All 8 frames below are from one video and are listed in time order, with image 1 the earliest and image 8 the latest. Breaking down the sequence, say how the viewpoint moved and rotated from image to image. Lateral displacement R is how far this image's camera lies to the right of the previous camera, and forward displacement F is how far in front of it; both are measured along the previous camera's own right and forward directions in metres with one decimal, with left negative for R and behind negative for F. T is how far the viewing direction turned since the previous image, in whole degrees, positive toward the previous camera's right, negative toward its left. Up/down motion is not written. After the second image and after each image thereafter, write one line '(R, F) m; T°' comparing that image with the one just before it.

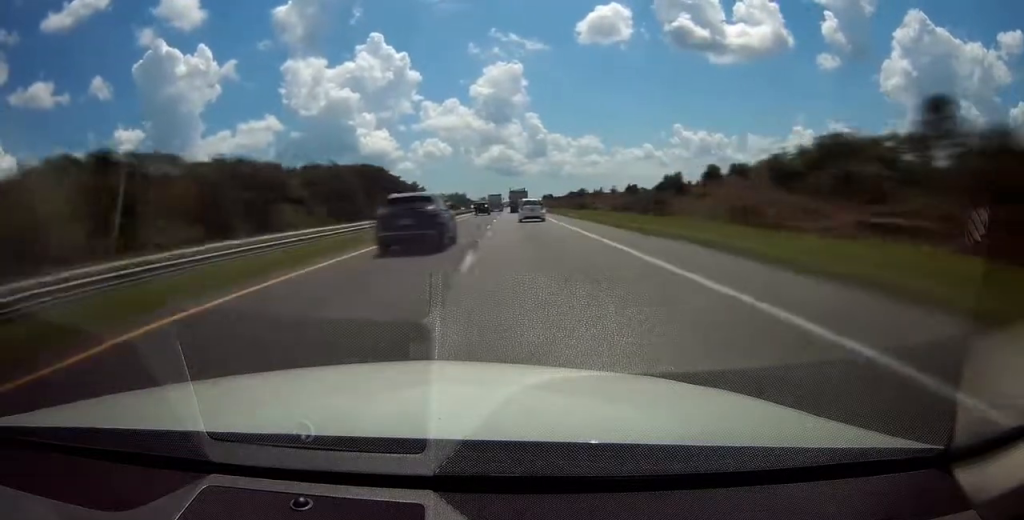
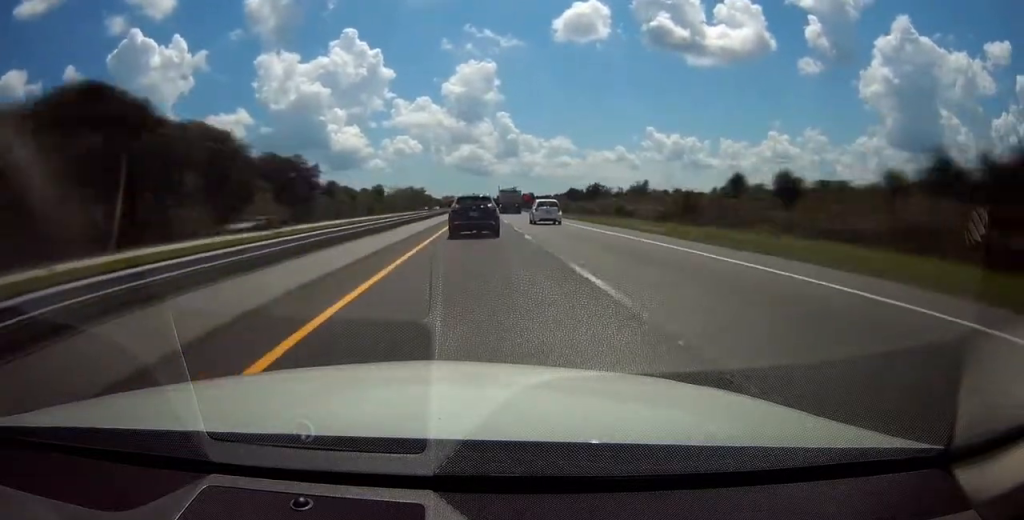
(+1.4, +117.3) m; +1°
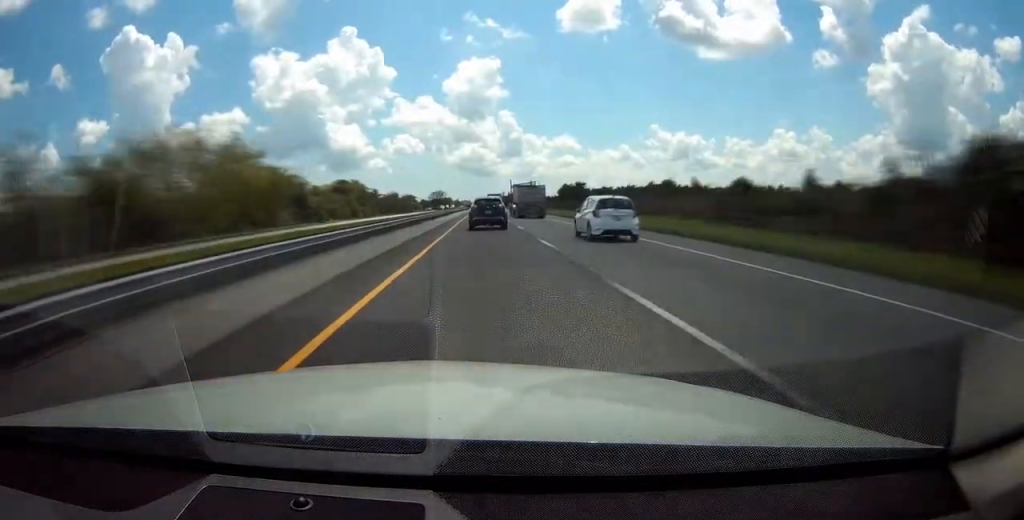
(+2.5, +251.4) m; 0°
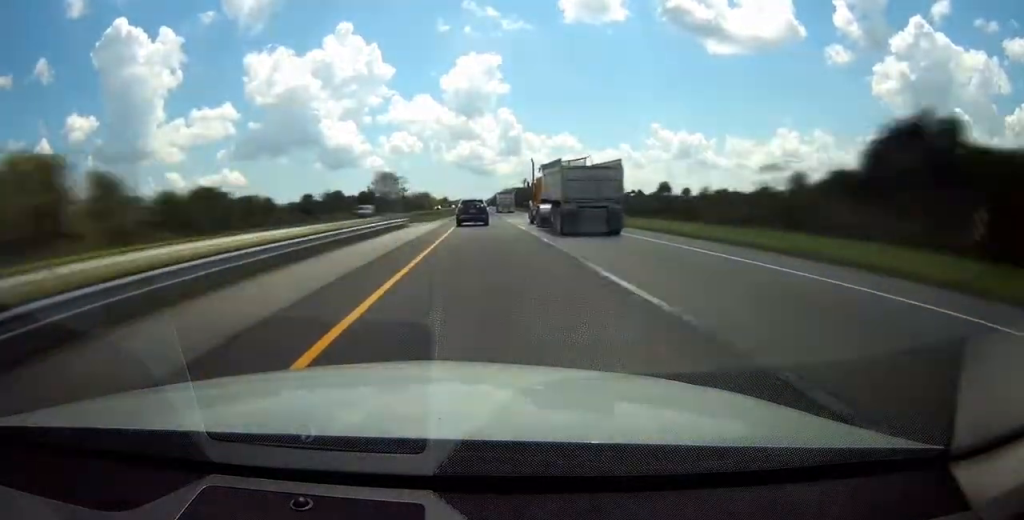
(-0.2, +252.9) m; 0°
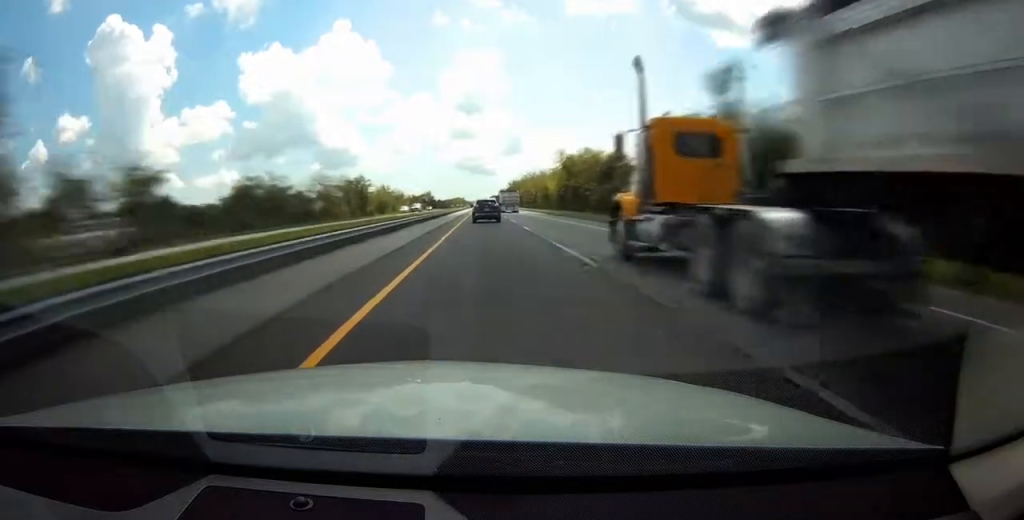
(-0.1, +204.5) m; 0°
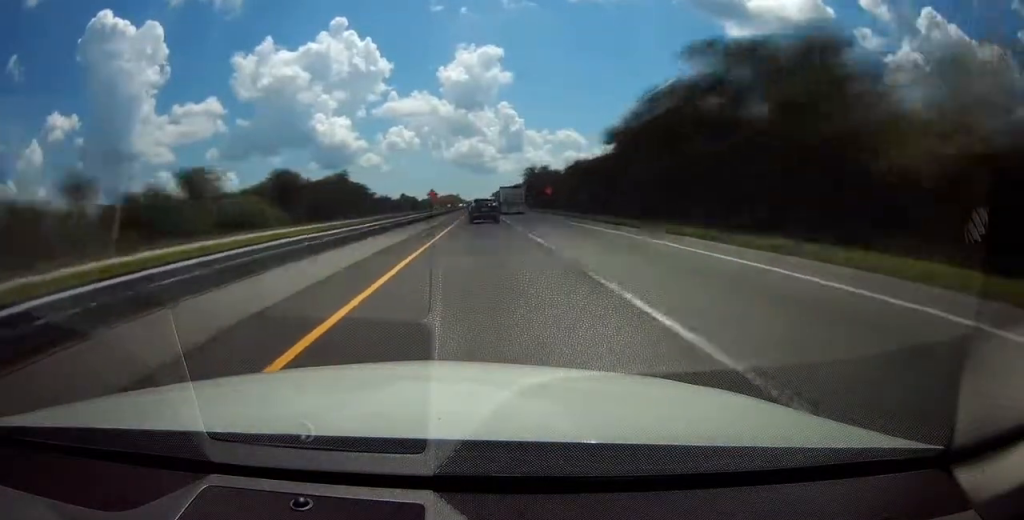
(+0.5, +250.6) m; 0°
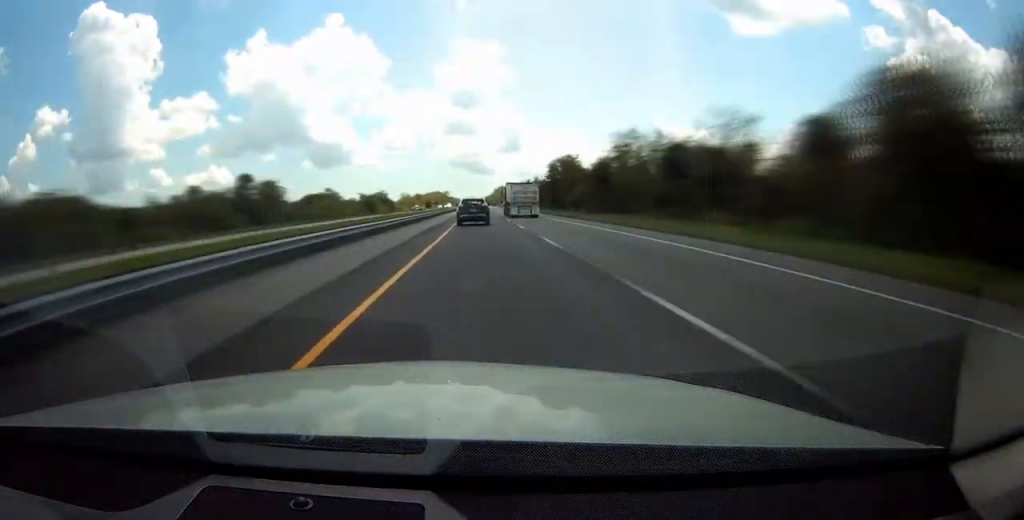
(+0.3, +195.2) m; 0°
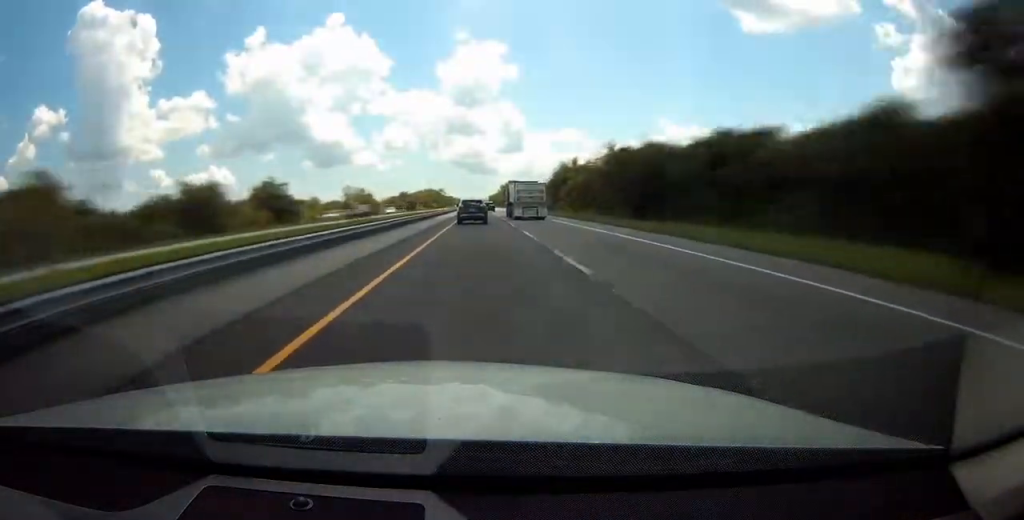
(-0.4, +117.7) m; 0°
